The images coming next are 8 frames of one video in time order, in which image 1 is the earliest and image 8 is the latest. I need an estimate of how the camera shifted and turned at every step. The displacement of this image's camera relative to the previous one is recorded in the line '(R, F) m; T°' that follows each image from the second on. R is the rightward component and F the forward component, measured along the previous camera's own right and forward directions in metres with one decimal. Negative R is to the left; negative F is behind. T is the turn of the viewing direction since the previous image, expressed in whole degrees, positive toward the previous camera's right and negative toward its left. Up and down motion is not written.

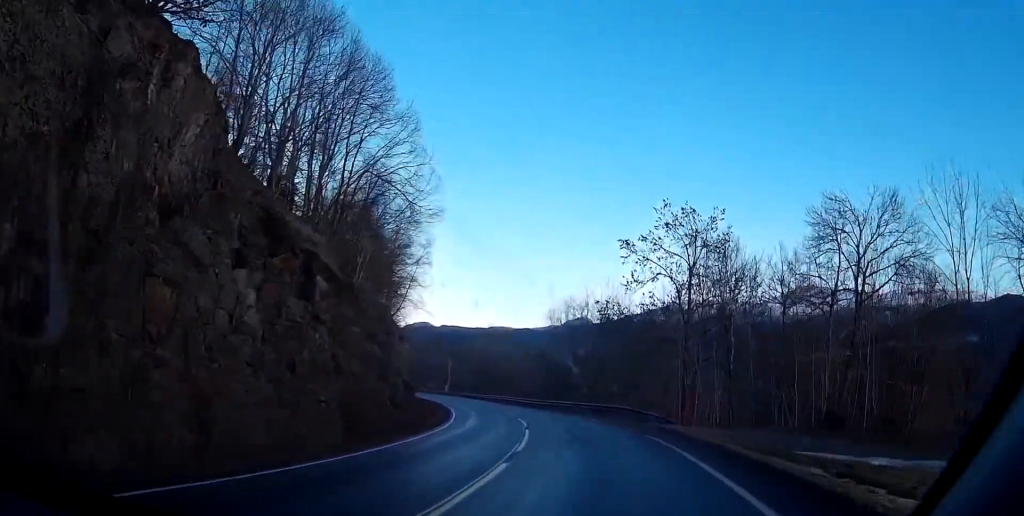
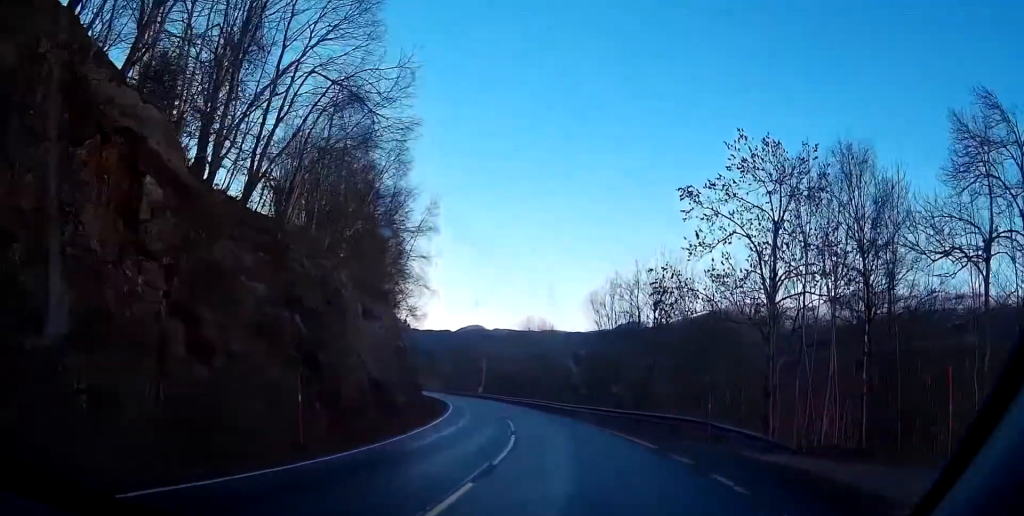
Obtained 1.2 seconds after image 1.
(0.0, +14.6) m; 0°
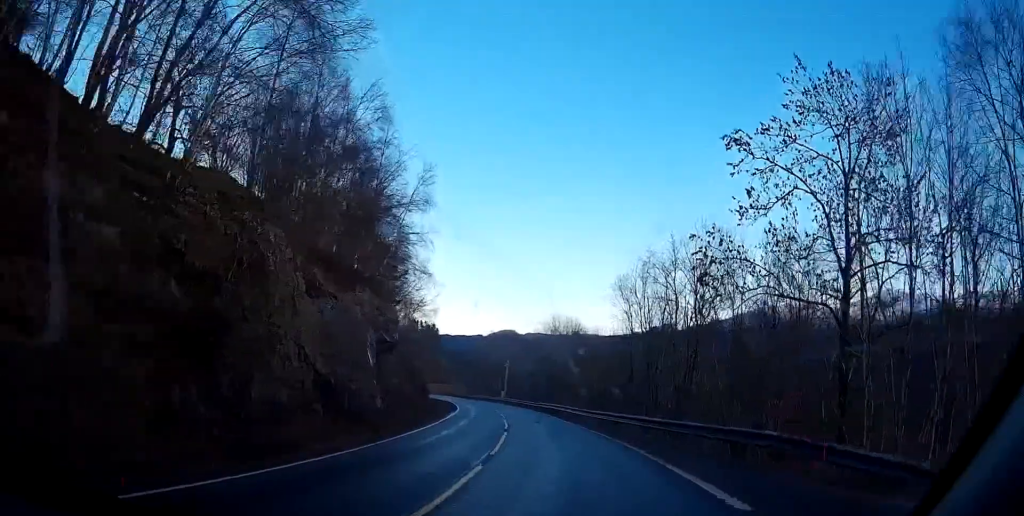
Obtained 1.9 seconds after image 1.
(0.0, +8.8) m; 0°
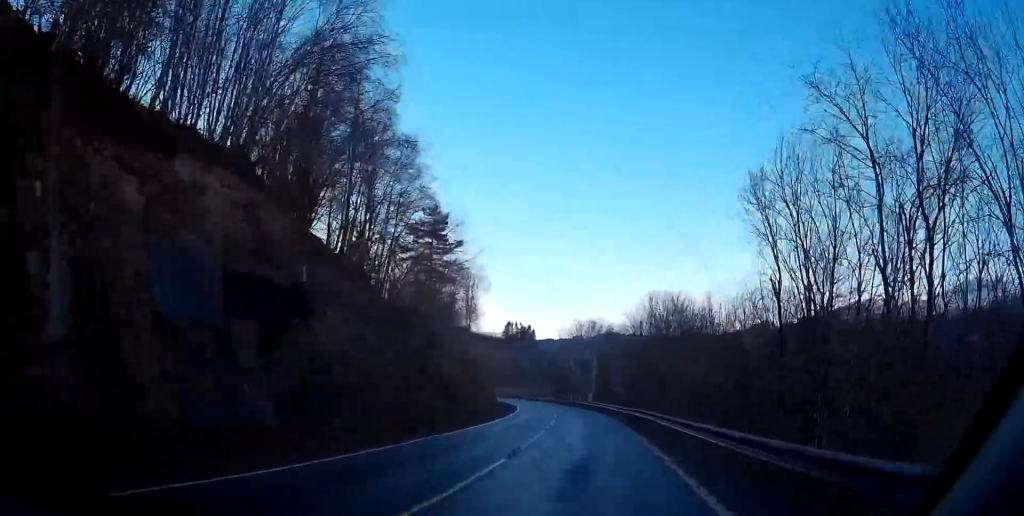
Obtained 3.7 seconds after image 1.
(0.0, +22.6) m; 0°
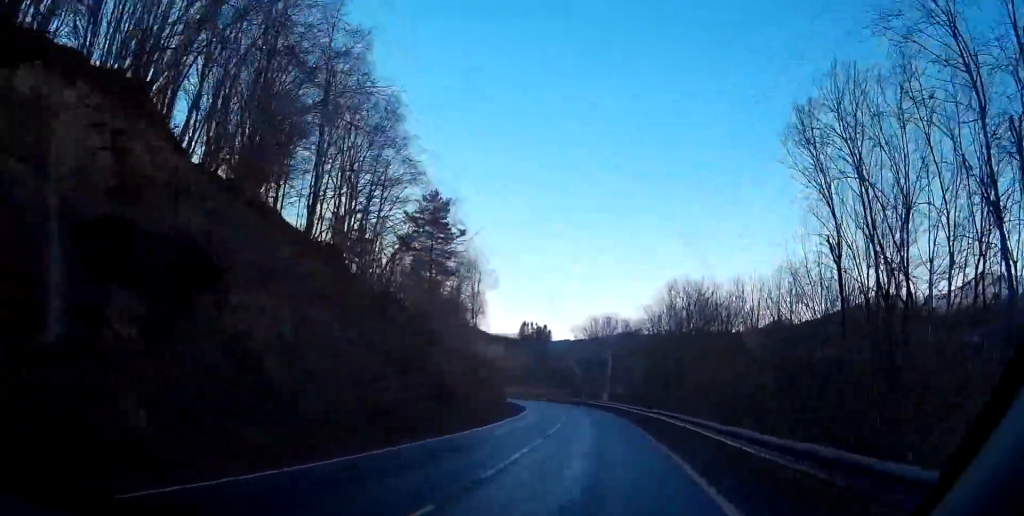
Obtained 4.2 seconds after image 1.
(0.0, +6.2) m; 0°
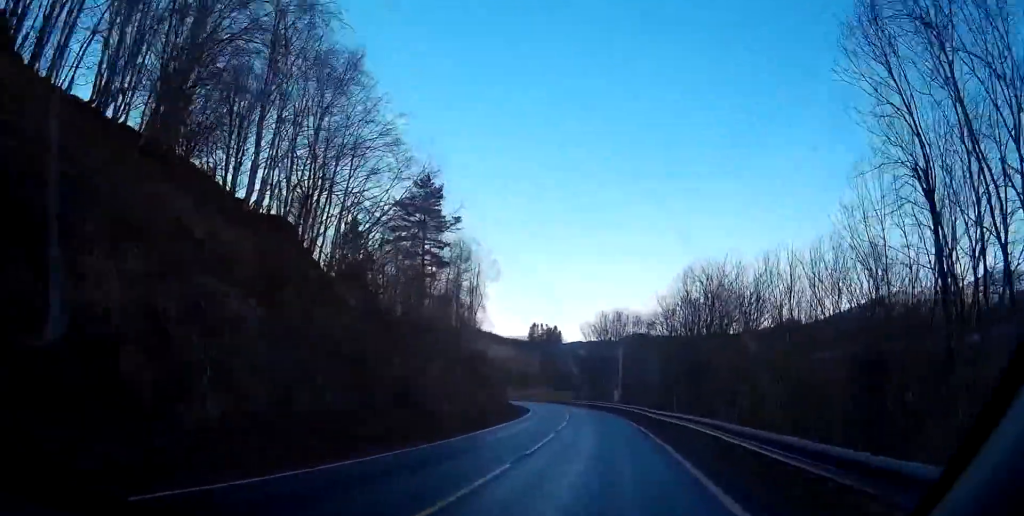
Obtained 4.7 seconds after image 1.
(0.0, +6.6) m; 0°
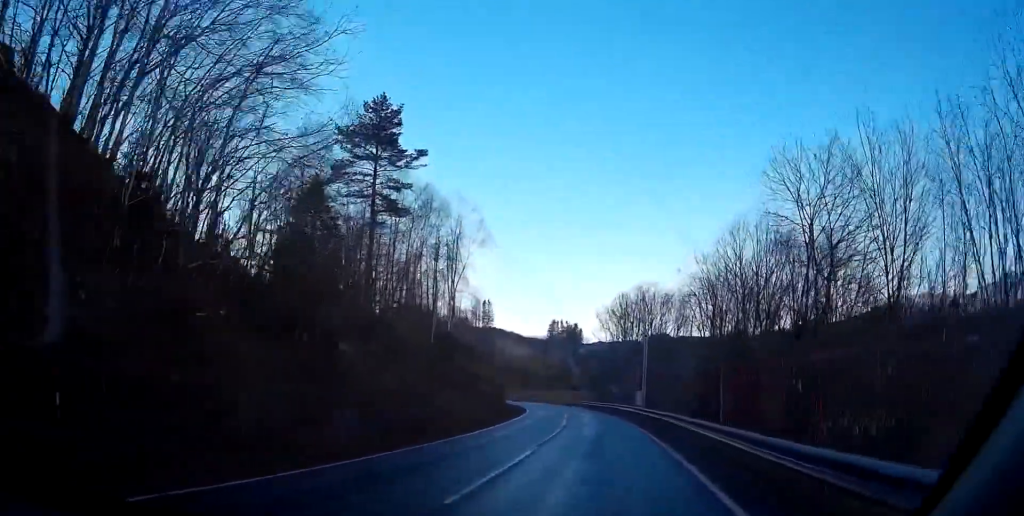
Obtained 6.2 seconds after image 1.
(0.0, +19.3) m; 0°
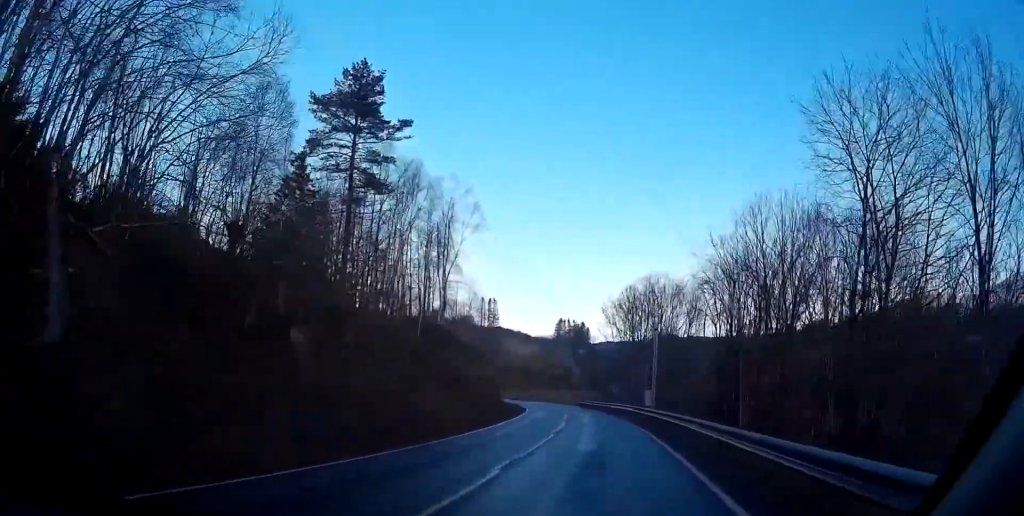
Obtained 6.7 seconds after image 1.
(0.0, +5.5) m; 0°
